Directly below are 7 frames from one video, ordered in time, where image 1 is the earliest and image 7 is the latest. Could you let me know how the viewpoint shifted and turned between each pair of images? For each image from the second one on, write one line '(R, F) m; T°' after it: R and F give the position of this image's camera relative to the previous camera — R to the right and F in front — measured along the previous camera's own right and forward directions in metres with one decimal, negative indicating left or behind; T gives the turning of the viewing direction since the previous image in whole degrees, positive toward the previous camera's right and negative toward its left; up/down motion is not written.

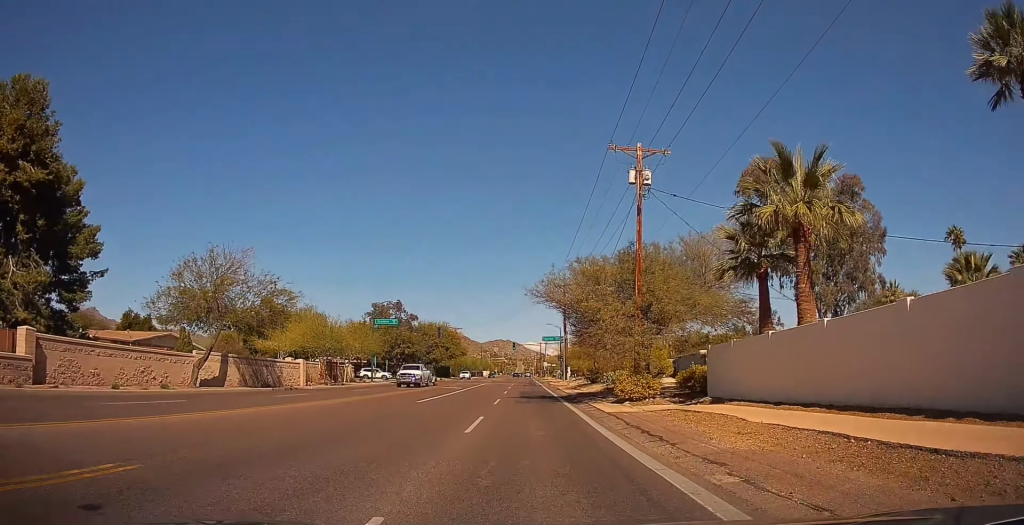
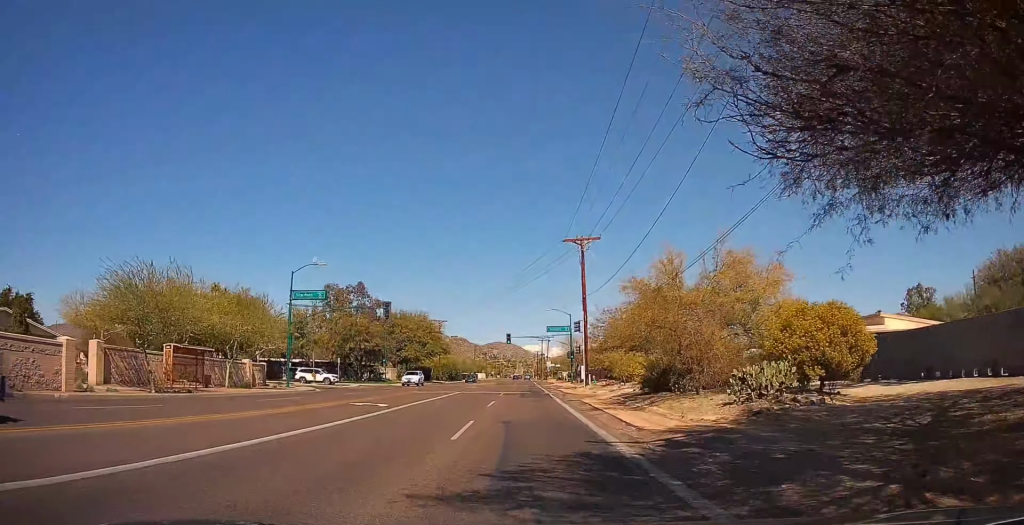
(+0.3, +25.4) m; +2°
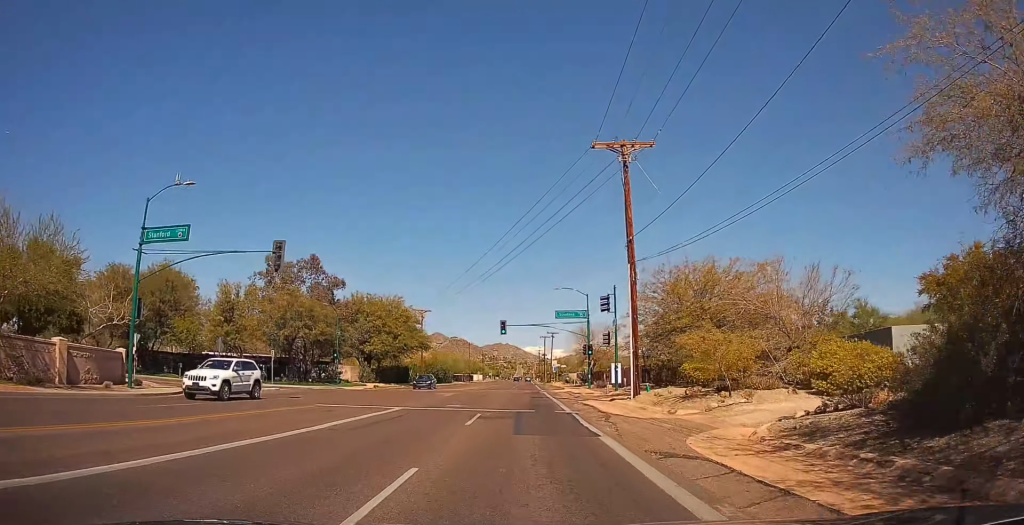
(+0.1, +20.5) m; 0°
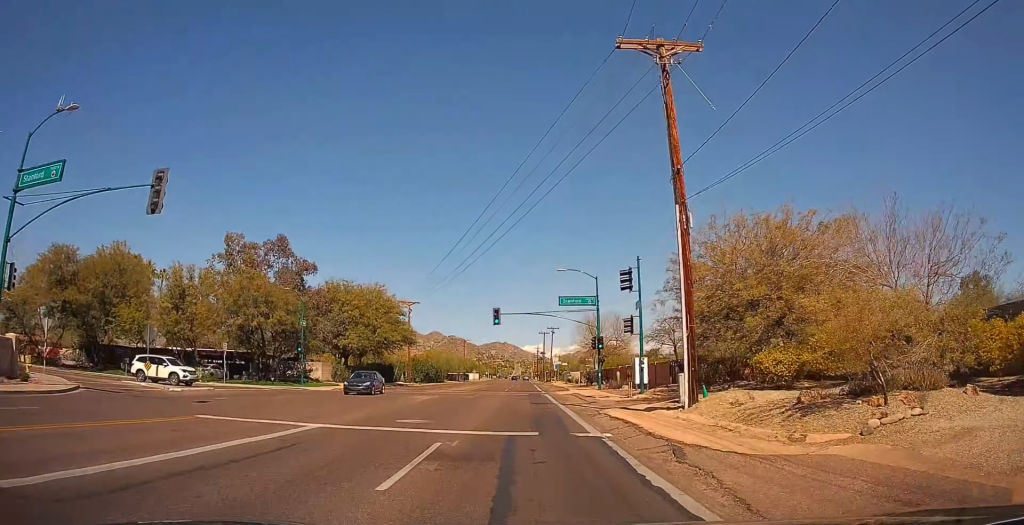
(-0.2, +9.2) m; 0°
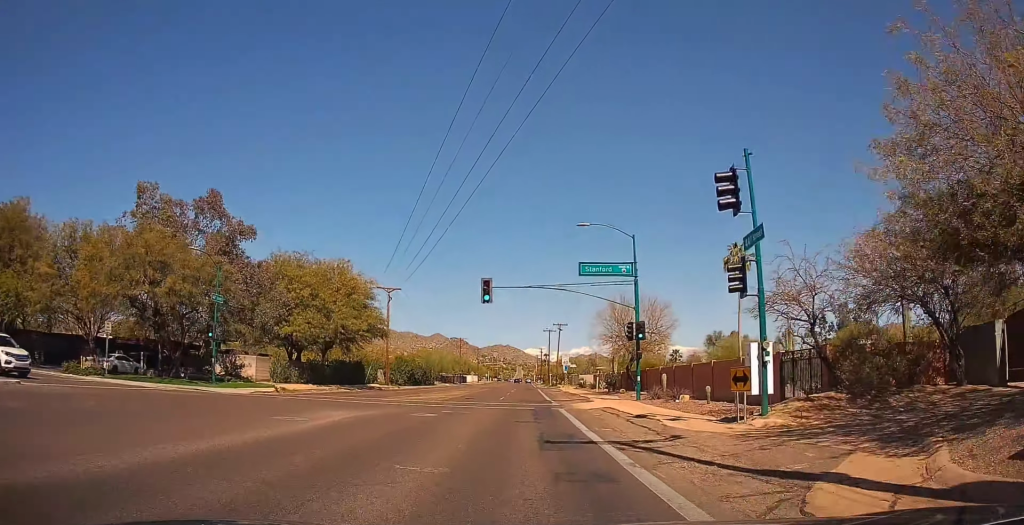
(+0.4, +15.4) m; 0°
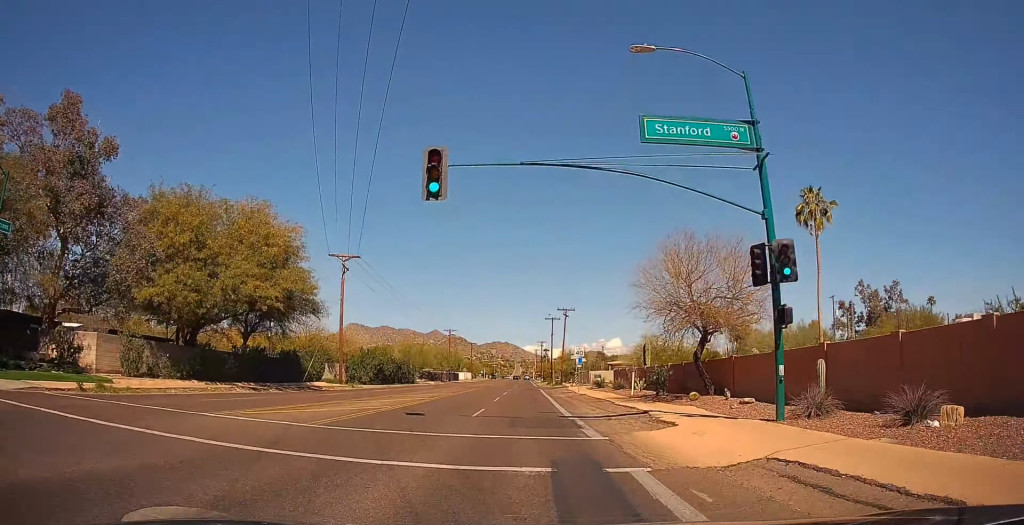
(-0.4, +18.0) m; 0°
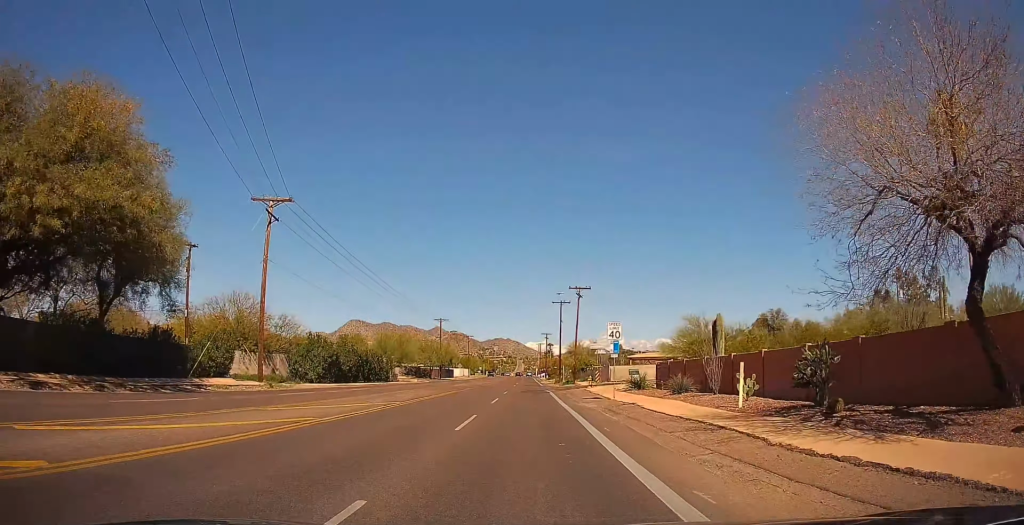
(+0.4, +17.5) m; 0°
